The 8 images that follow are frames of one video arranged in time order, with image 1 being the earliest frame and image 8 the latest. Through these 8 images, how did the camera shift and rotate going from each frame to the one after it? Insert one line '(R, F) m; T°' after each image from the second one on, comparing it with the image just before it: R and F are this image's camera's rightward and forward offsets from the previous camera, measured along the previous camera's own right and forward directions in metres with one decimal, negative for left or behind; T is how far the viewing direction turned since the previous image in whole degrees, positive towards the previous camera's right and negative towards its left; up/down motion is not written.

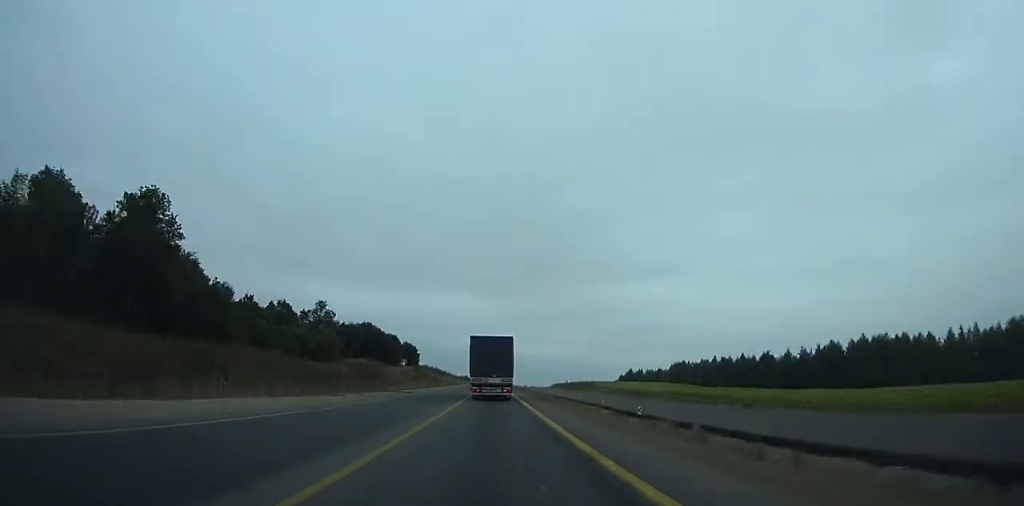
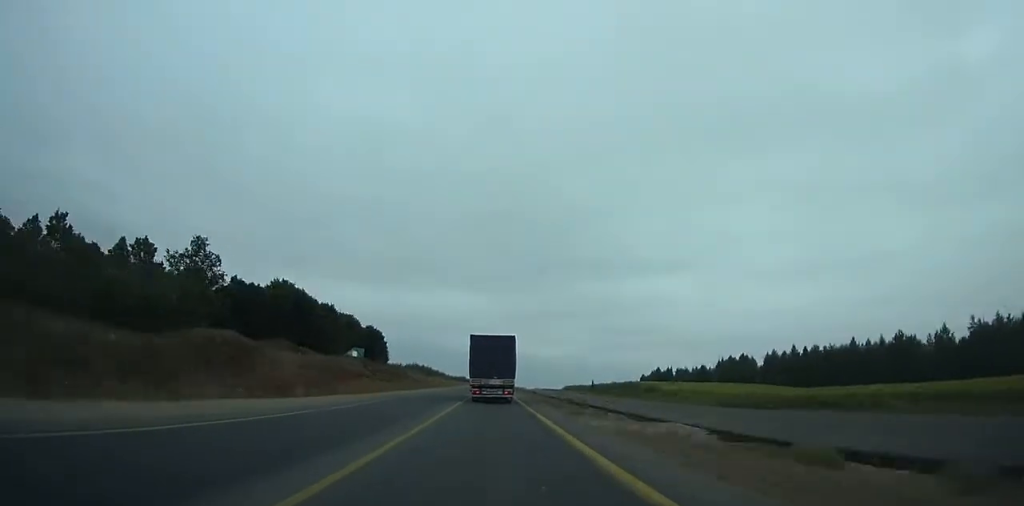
(0.0, +70.7) m; 0°
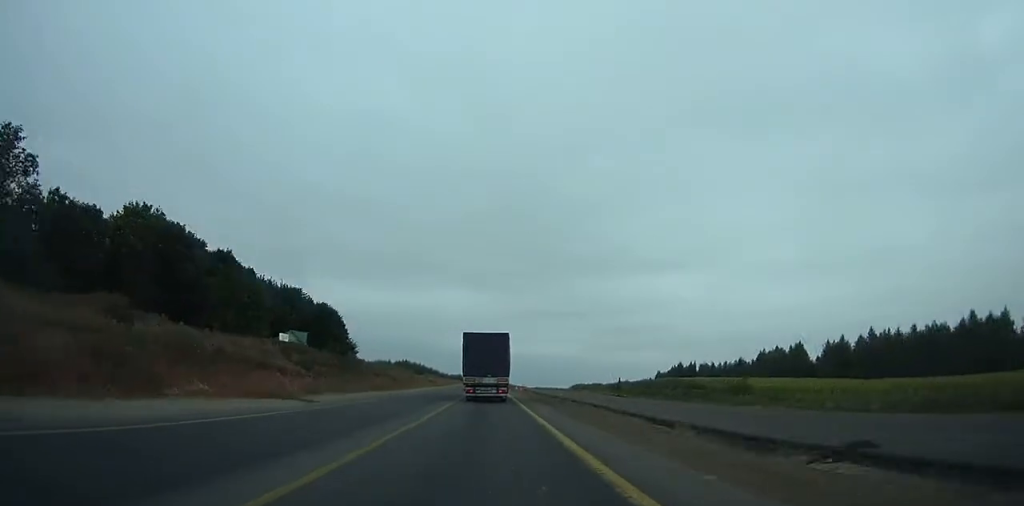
(-0.1, +42.9) m; 0°
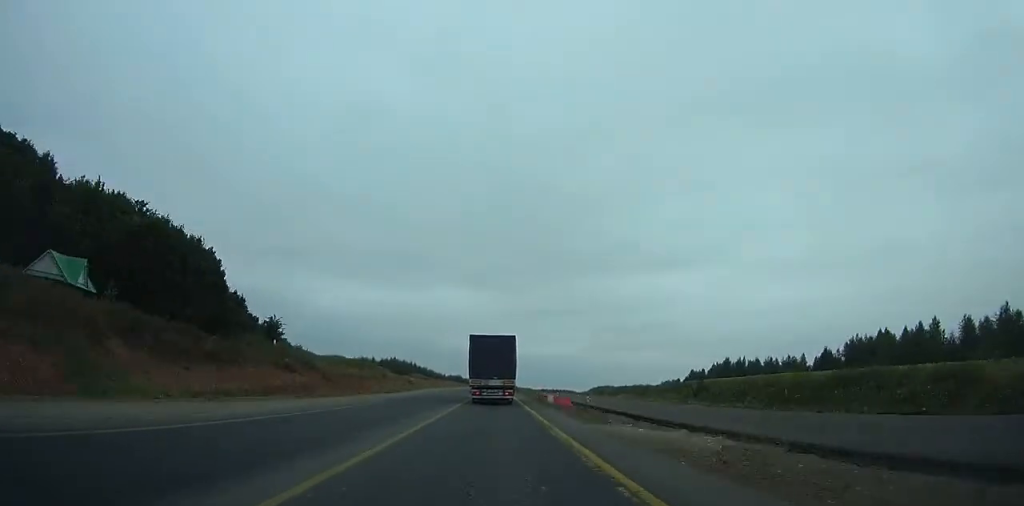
(-0.4, +58.3) m; 0°
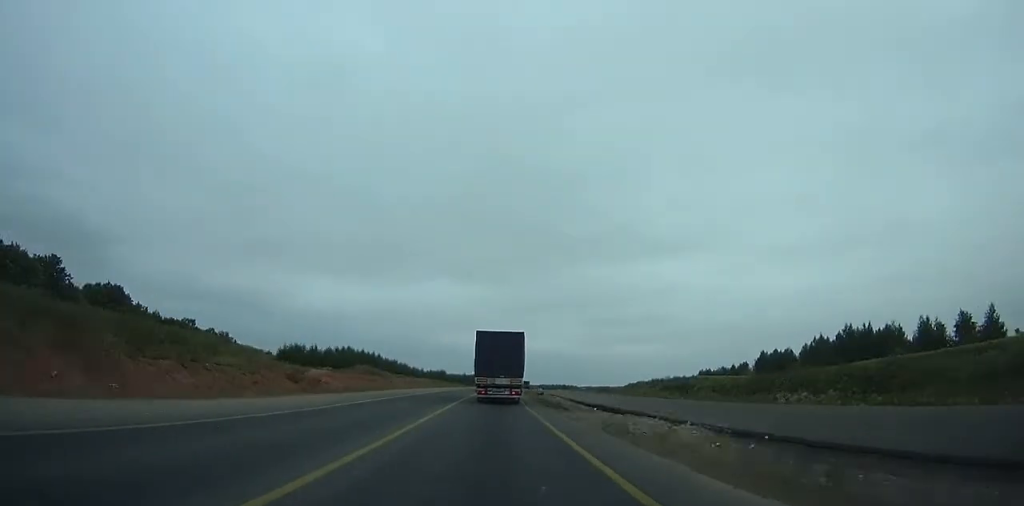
(+0.7, +94.2) m; +1°
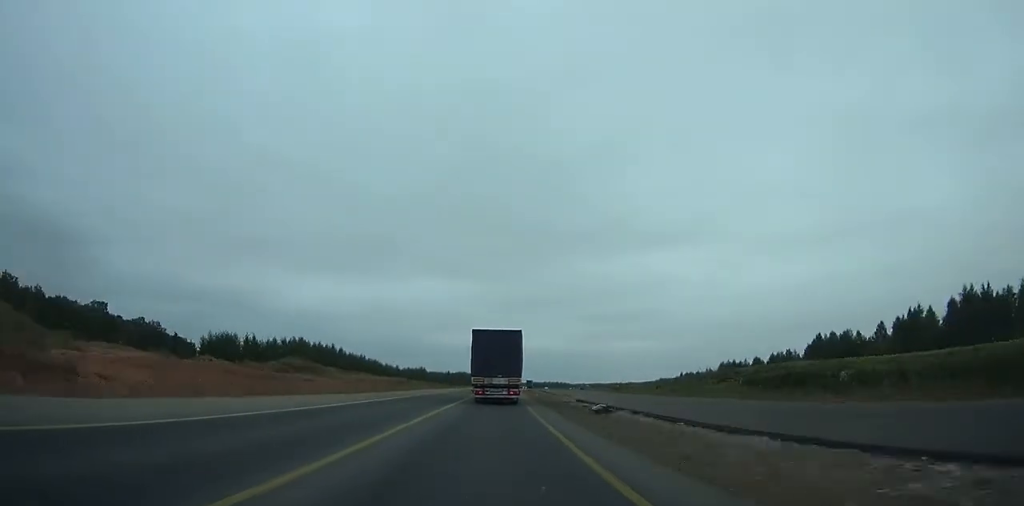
(+0.3, +49.4) m; +1°
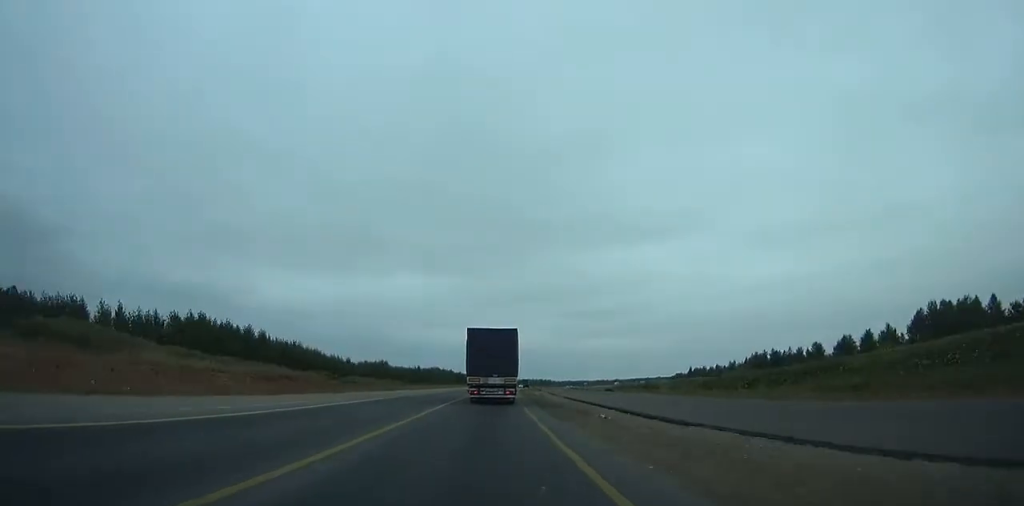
(+0.5, +60.7) m; +1°
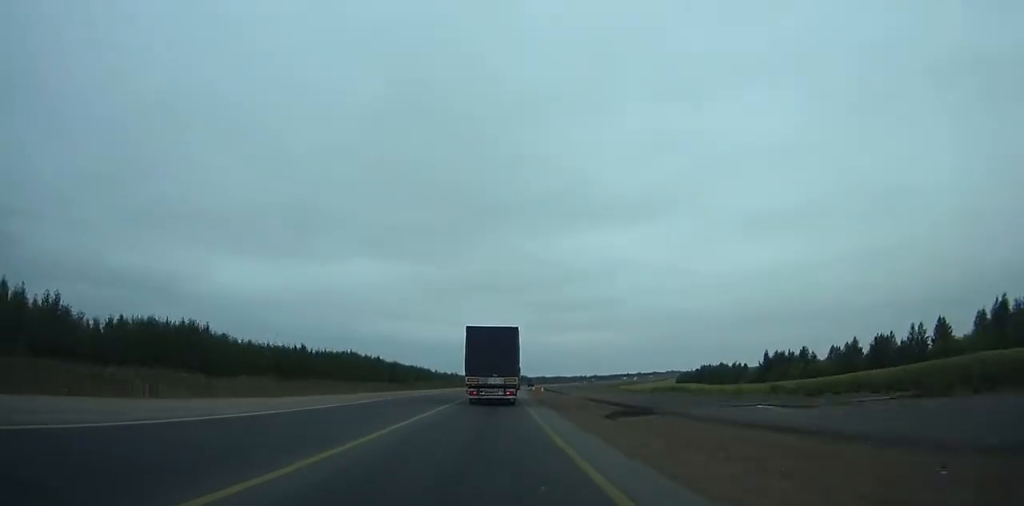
(+5.0, +146.6) m; +4°
